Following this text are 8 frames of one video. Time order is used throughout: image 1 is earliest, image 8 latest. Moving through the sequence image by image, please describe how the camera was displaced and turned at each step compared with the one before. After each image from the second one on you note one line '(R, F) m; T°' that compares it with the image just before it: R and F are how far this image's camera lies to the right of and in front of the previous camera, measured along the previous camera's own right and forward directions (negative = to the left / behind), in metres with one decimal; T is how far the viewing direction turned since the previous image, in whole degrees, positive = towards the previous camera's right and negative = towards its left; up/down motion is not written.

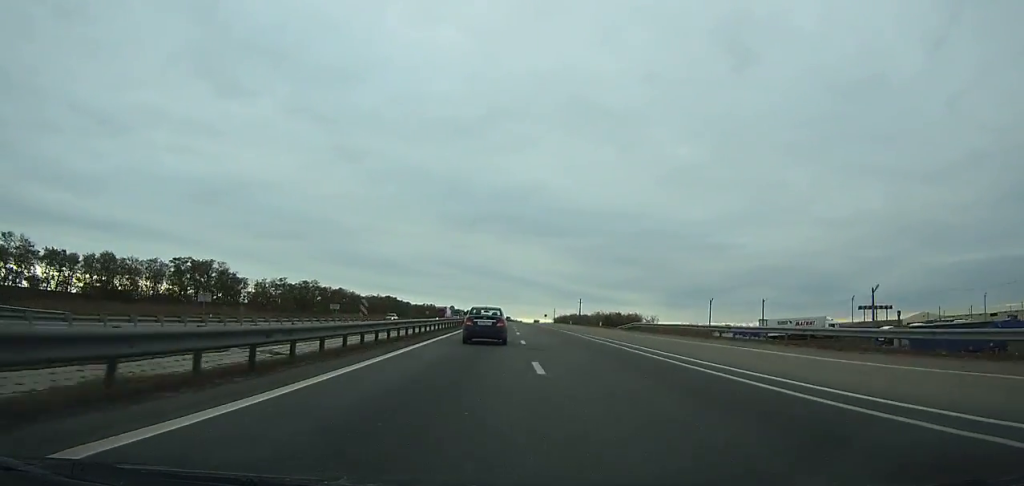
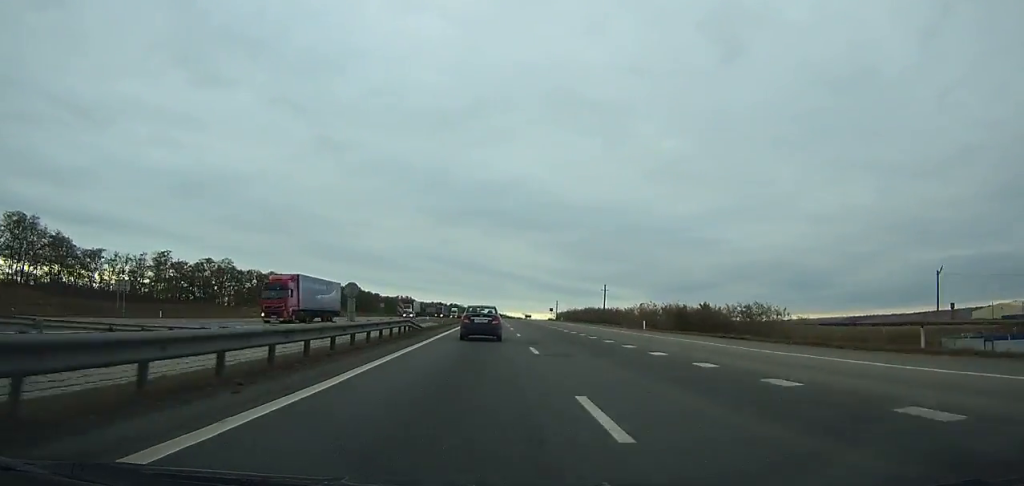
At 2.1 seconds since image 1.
(-0.2, +60.2) m; 0°
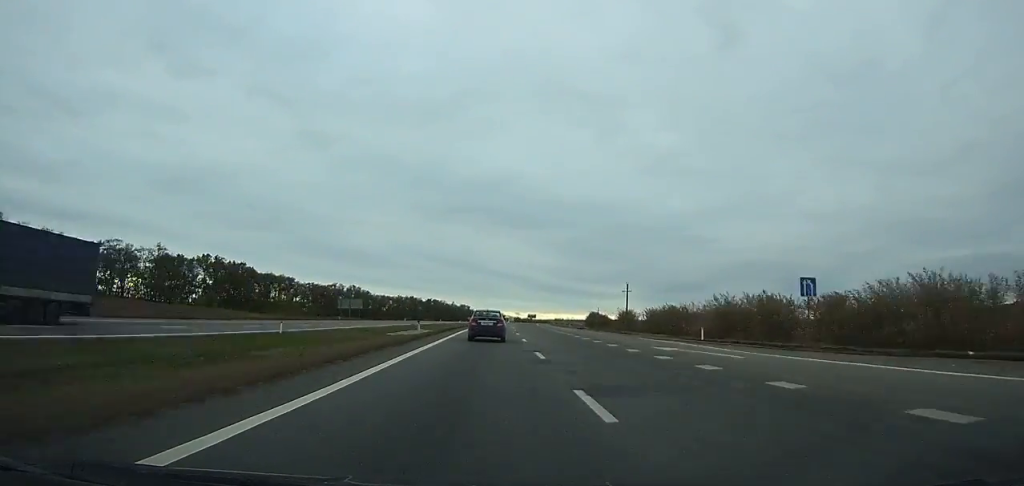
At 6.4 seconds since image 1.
(+1.2, +121.4) m; +1°
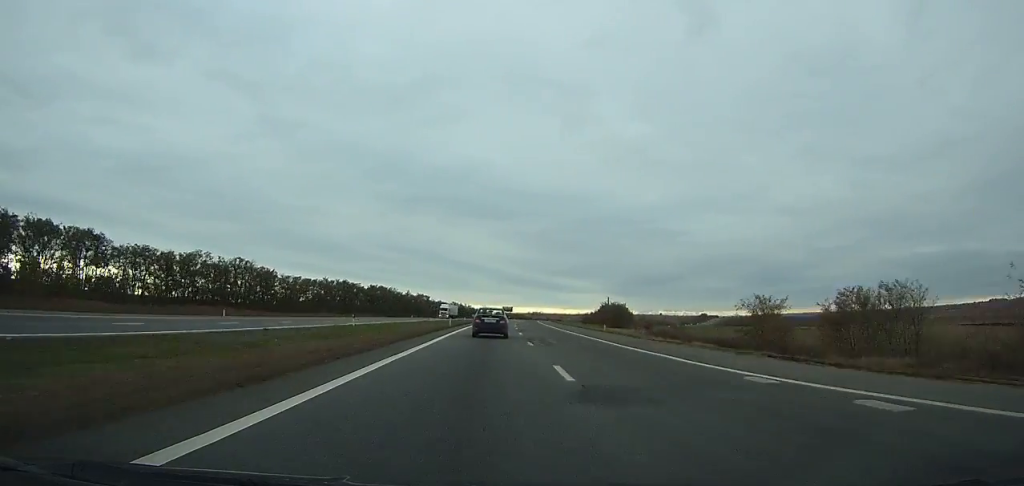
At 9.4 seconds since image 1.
(+0.9, +88.2) m; +2°
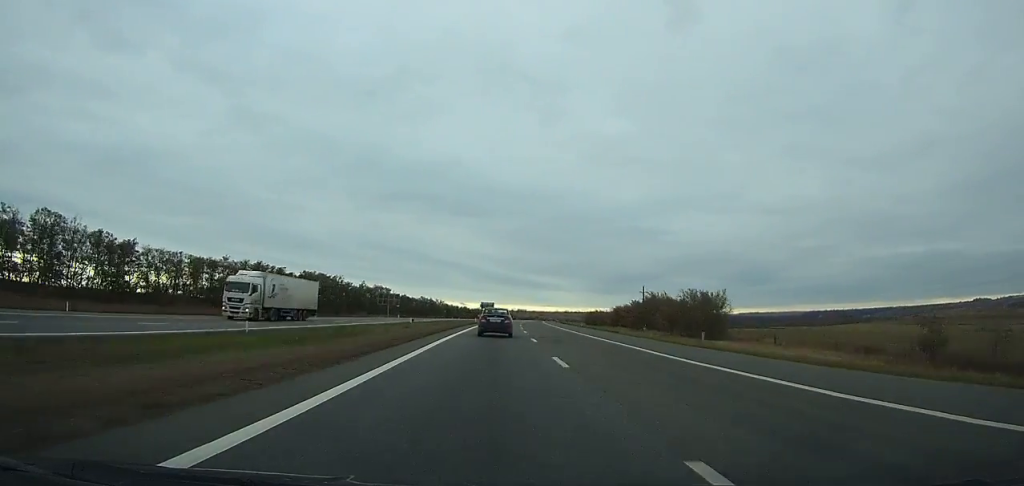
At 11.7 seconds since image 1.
(+1.1, +70.4) m; +2°
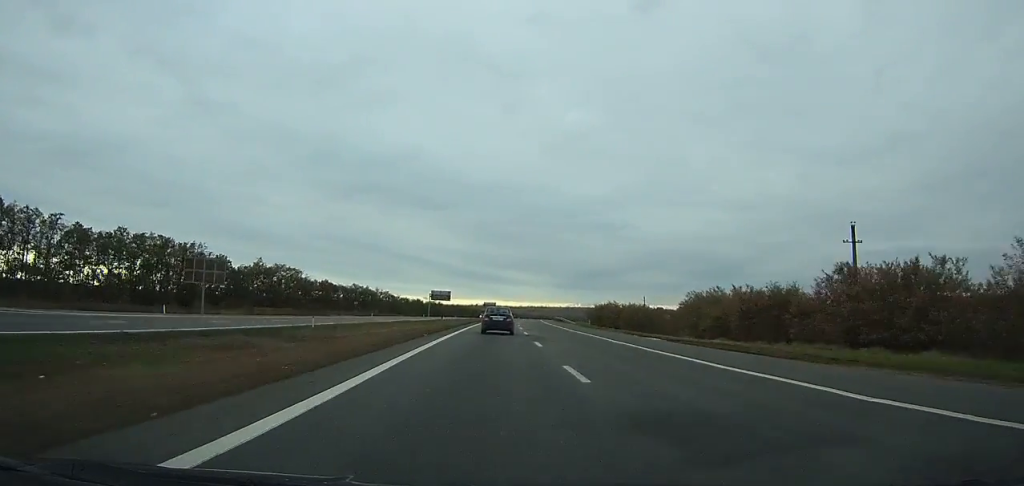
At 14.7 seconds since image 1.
(+2.8, +95.6) m; +3°
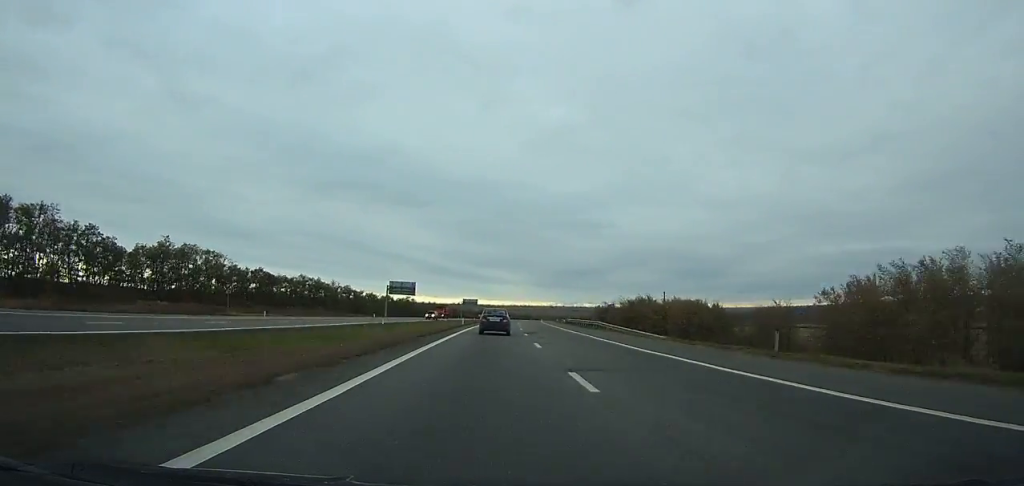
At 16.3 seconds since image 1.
(+0.4, +52.3) m; +2°
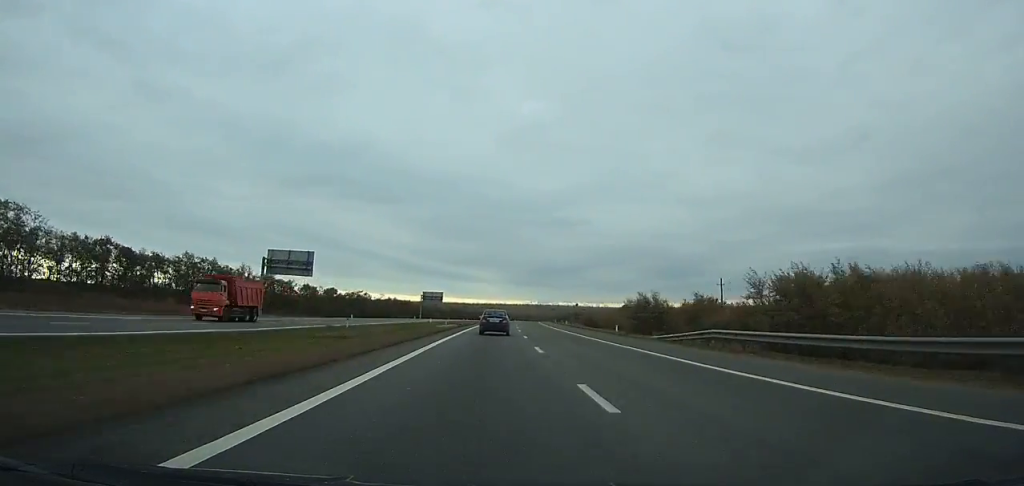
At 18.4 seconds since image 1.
(+1.8, +67.2) m; +2°
